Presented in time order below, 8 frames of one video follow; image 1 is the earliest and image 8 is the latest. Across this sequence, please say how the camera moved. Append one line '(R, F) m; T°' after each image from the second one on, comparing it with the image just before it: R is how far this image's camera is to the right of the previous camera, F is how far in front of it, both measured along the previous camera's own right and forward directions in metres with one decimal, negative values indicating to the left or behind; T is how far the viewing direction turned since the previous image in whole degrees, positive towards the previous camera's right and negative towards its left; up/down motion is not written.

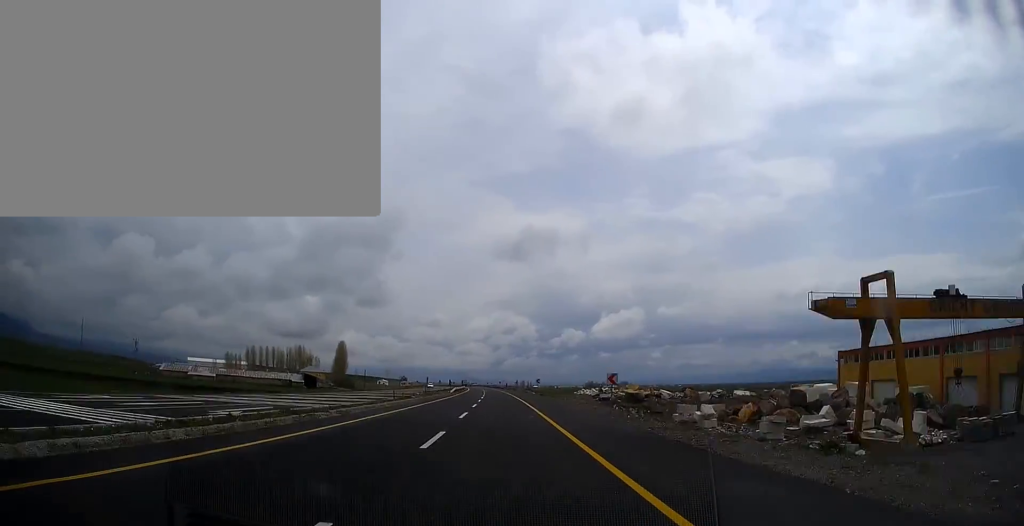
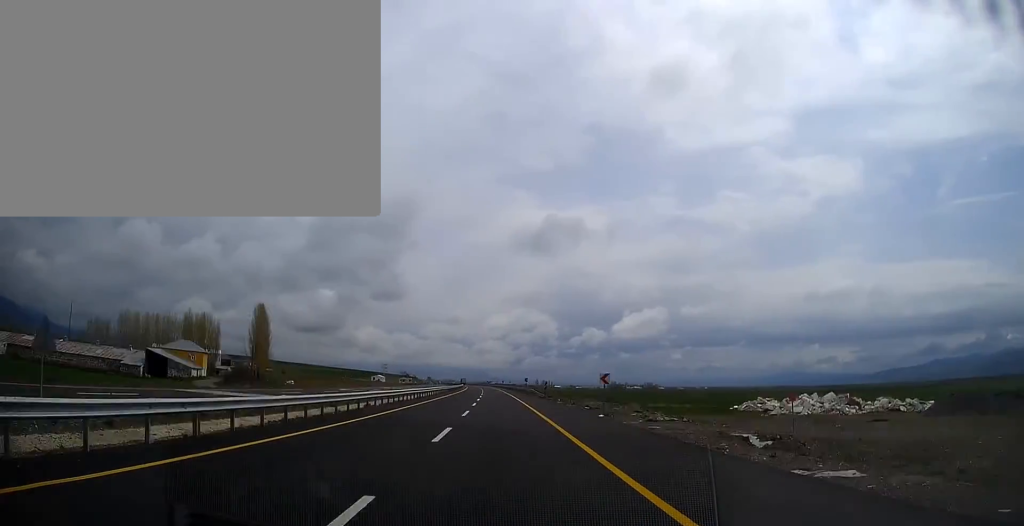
(+0.2, +106.1) m; -1°
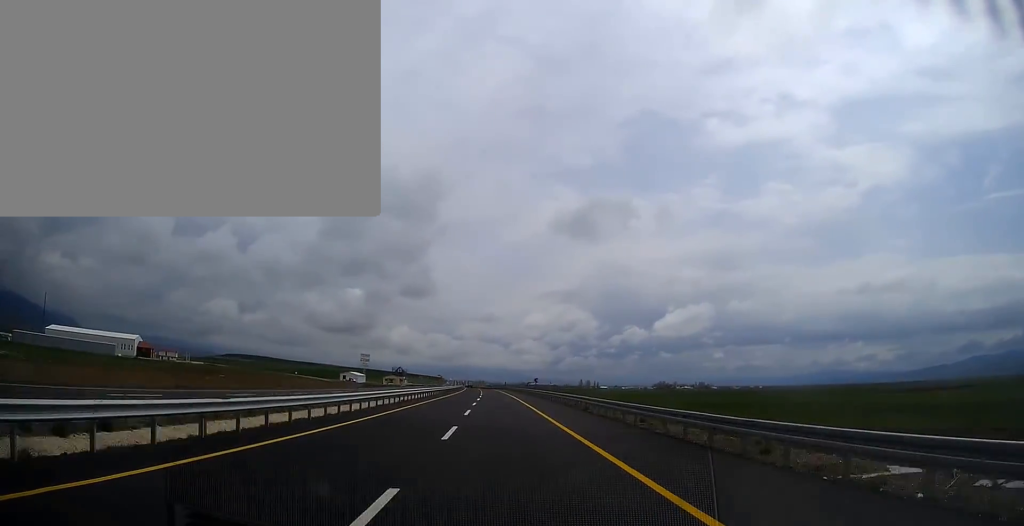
(-6.7, +189.3) m; -4°
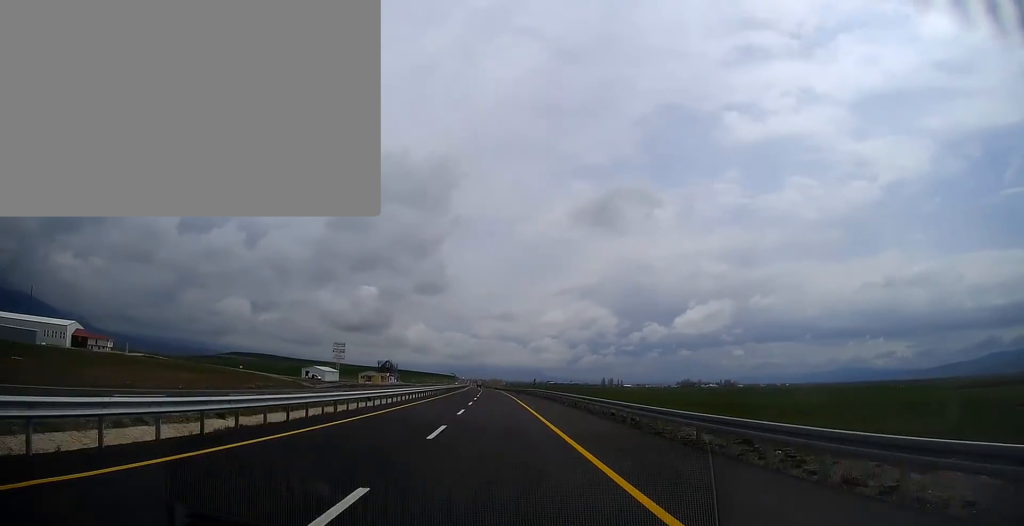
(-1.8, +83.8) m; -1°
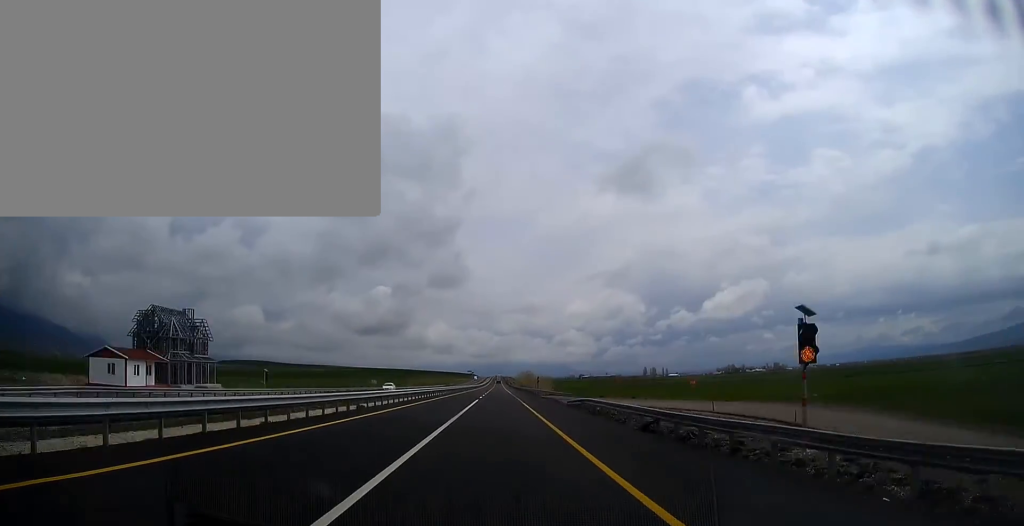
(-4.1, +196.8) m; -2°
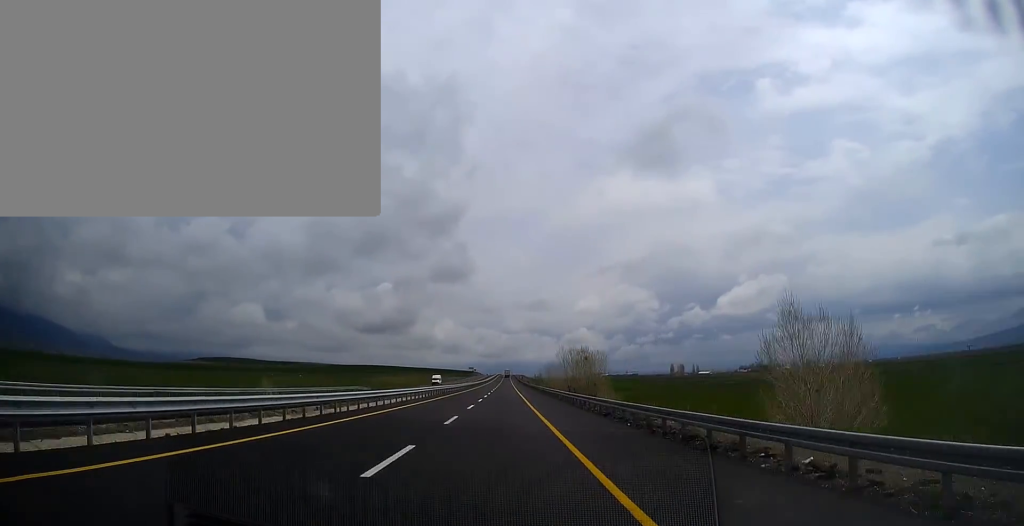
(-1.0, +155.0) m; 0°
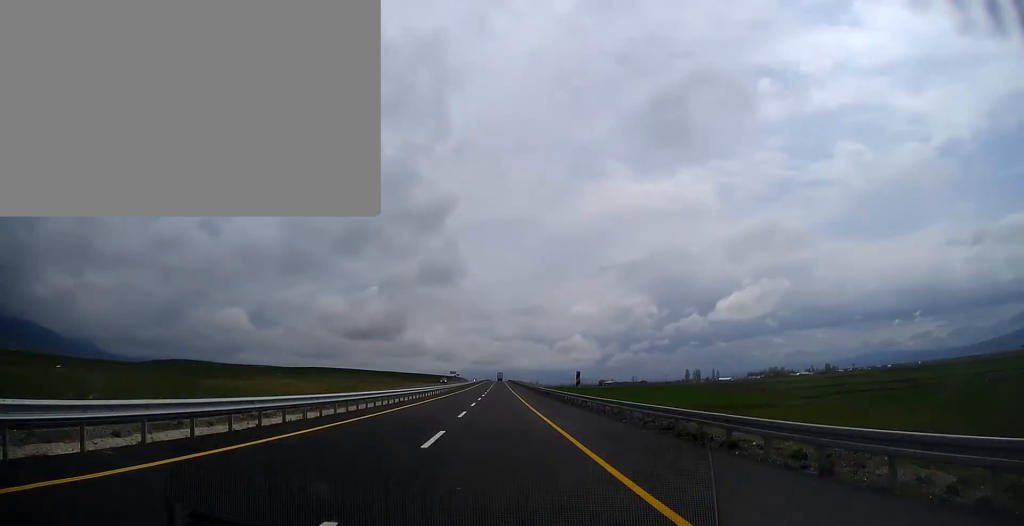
(0.0, +148.7) m; 0°
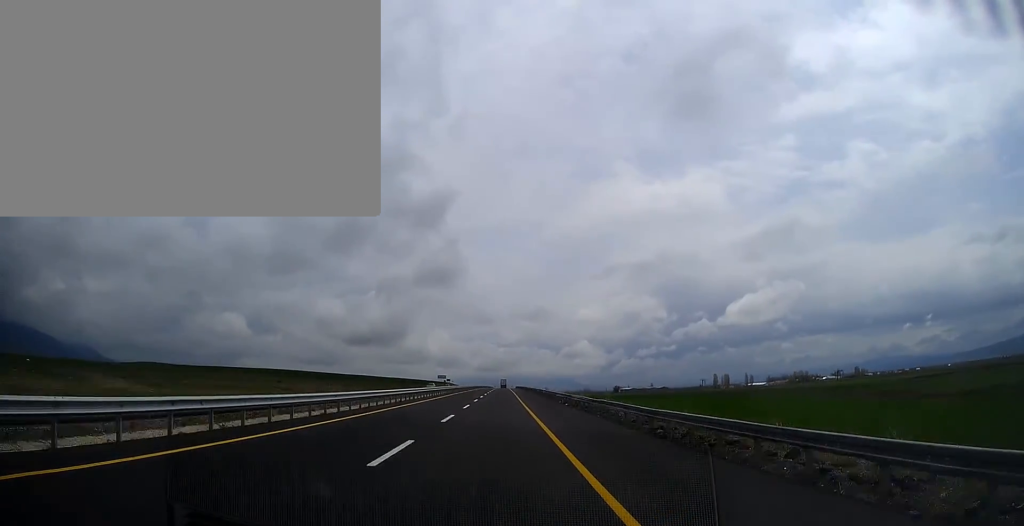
(0.0, +121.9) m; 0°
